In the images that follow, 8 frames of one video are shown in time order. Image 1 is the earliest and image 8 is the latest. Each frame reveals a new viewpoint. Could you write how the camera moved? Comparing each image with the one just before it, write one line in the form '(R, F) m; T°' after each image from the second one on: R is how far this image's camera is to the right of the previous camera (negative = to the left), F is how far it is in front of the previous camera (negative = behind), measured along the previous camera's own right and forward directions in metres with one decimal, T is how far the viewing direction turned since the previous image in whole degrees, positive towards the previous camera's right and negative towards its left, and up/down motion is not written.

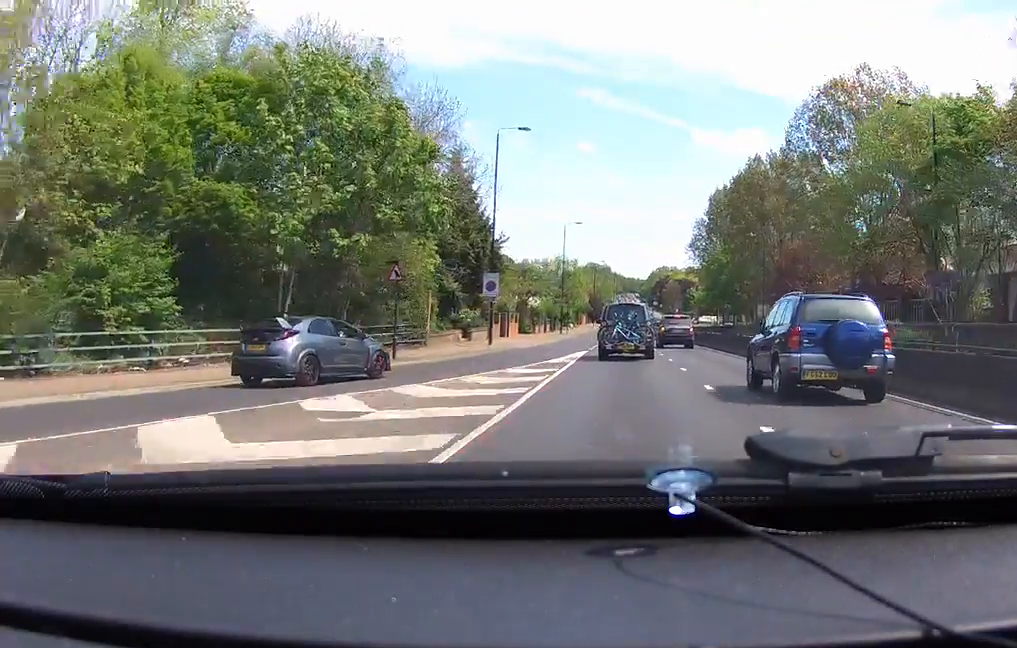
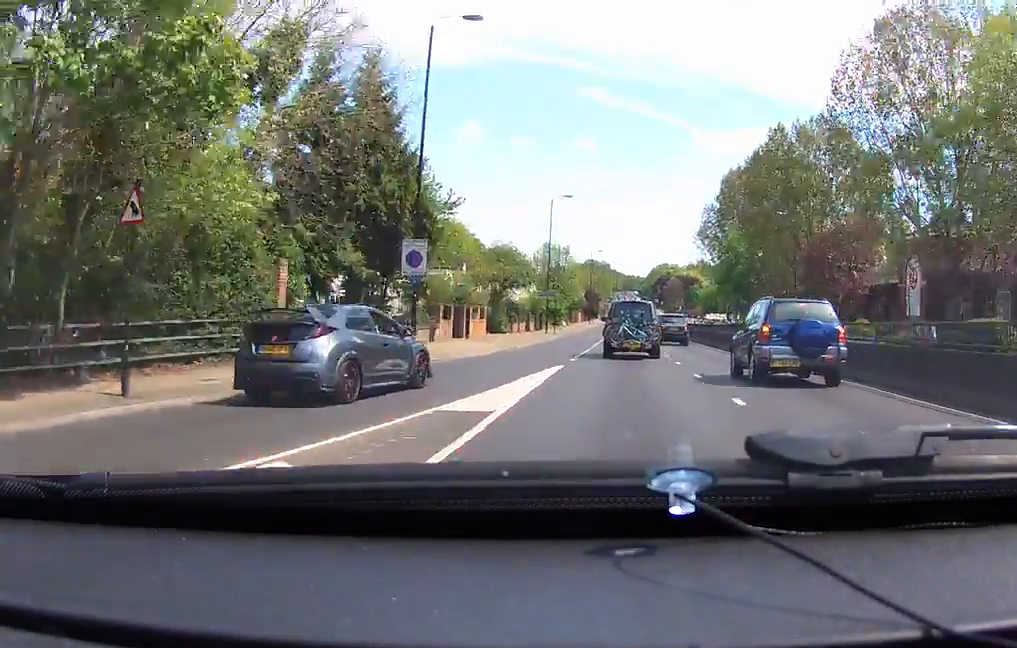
(+0.1, +15.1) m; +1°
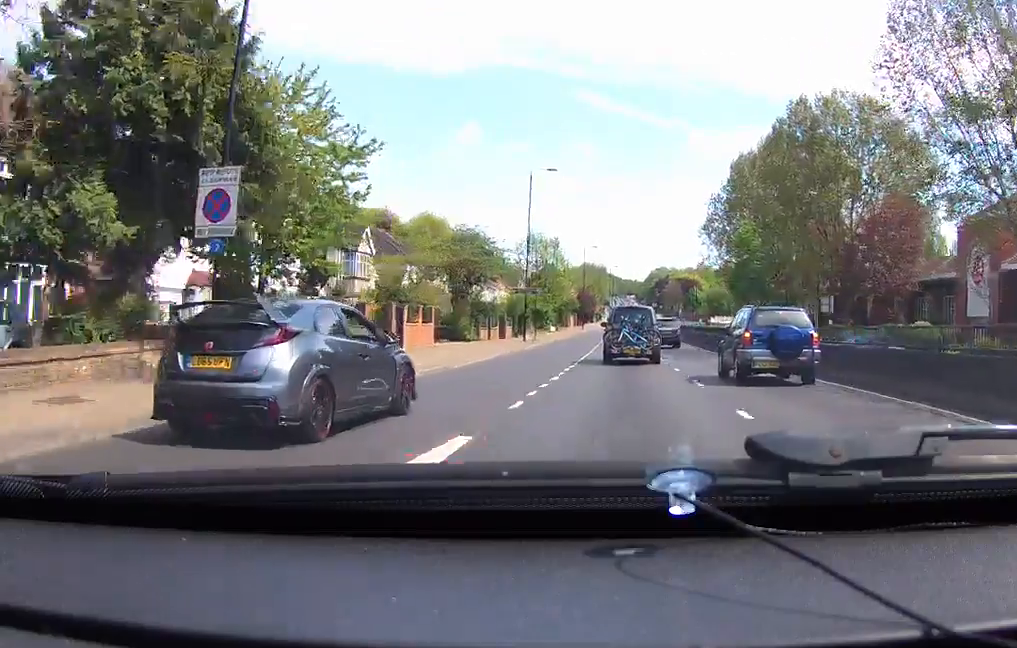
(+0.2, +12.9) m; 0°
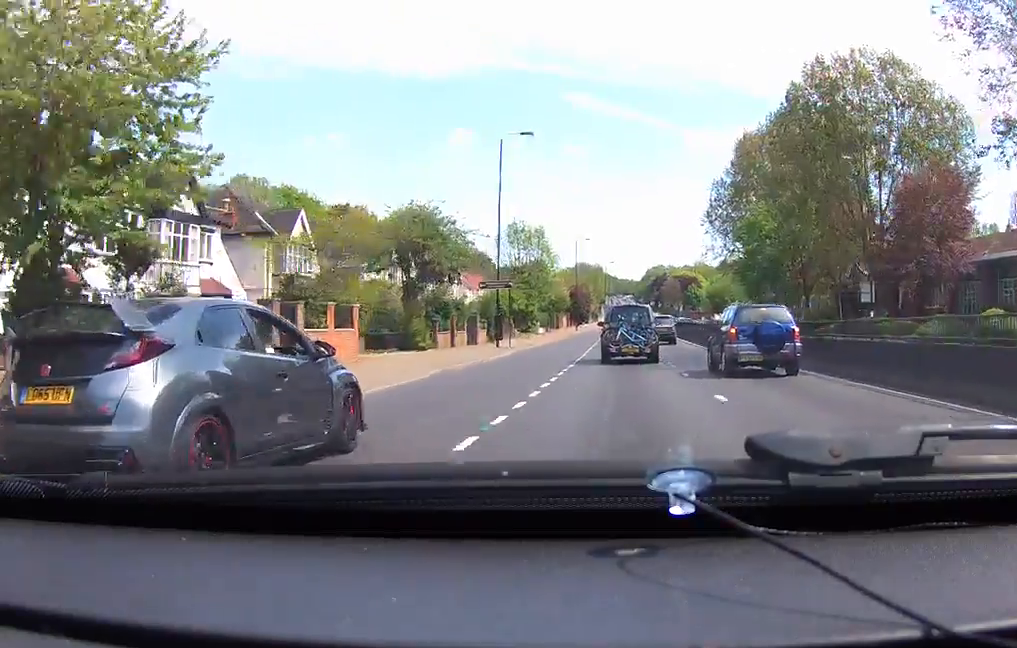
(0.0, +10.1) m; 0°
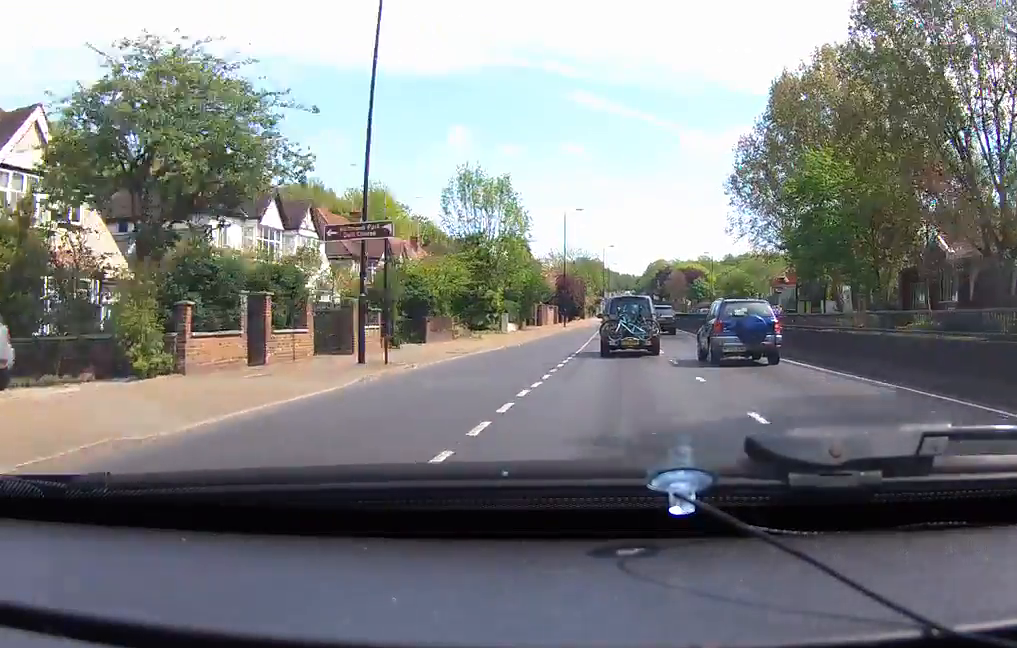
(-0.1, +21.4) m; 0°
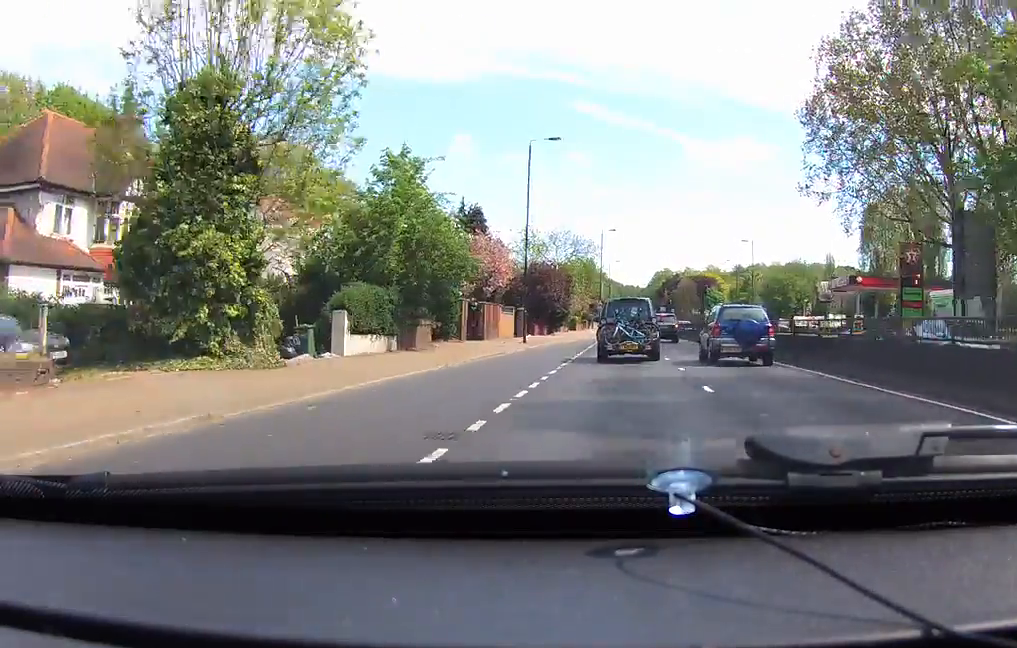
(+0.5, +31.9) m; 0°
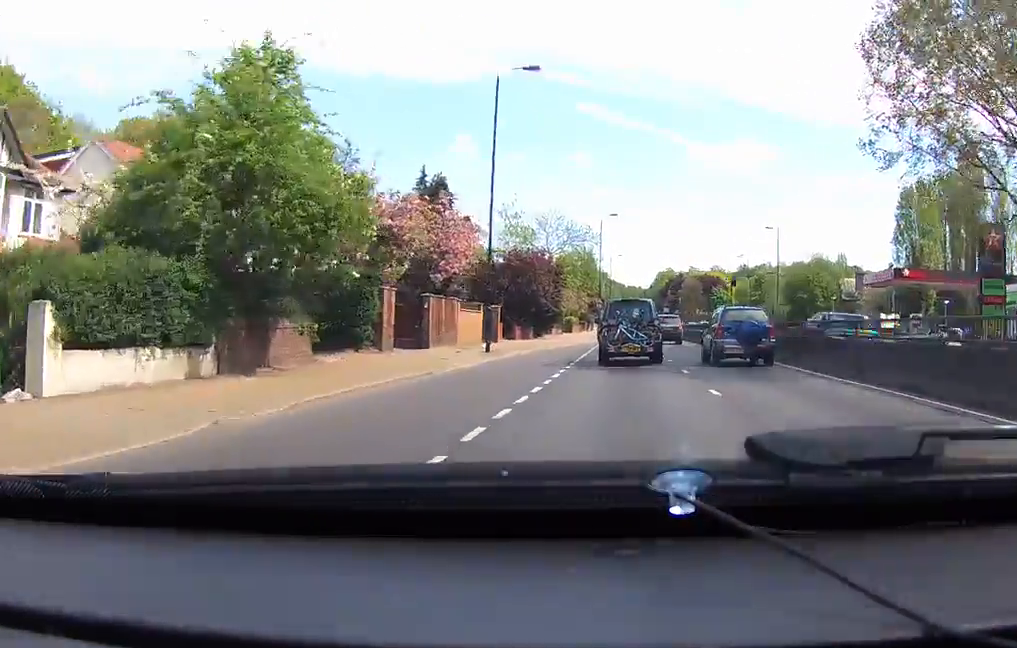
(-0.1, +12.7) m; 0°
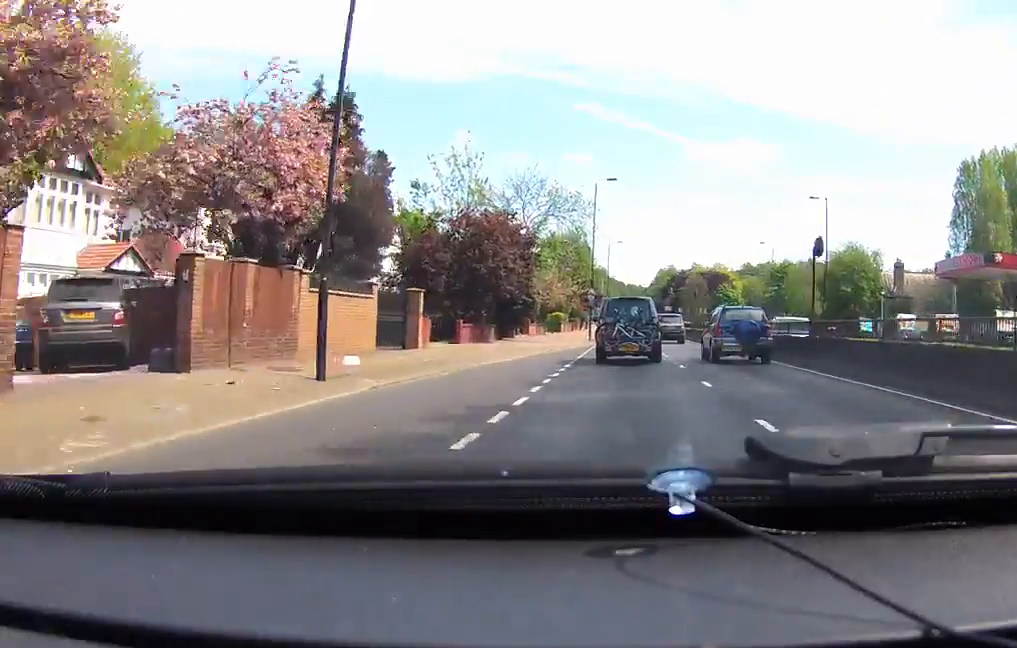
(0.0, +17.1) m; 0°
